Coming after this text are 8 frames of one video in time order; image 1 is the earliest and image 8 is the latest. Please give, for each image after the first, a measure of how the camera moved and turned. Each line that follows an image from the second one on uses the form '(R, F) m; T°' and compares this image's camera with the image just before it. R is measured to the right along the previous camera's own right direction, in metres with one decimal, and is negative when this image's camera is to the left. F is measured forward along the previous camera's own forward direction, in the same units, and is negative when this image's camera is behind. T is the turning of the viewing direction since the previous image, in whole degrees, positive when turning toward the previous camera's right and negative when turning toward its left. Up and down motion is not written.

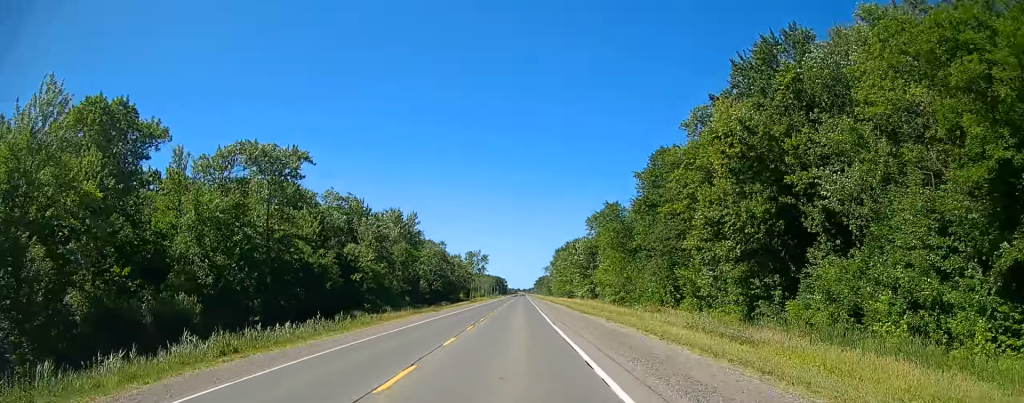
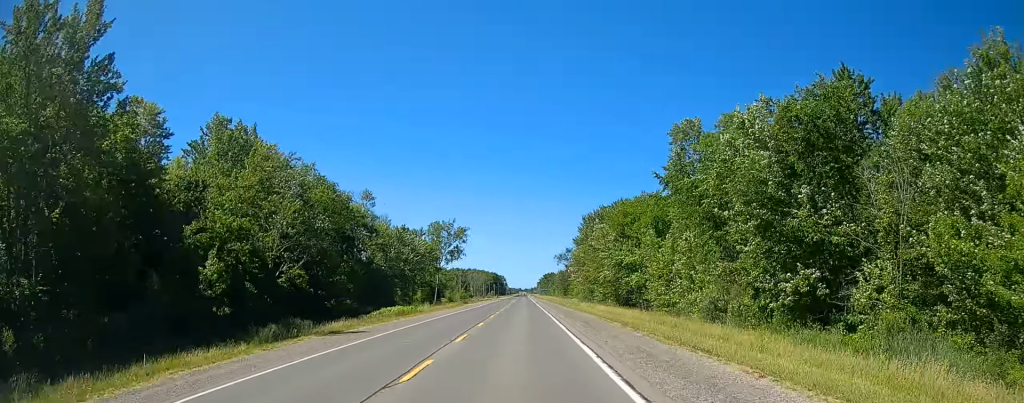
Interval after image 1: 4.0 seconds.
(0.0, +97.8) m; 0°
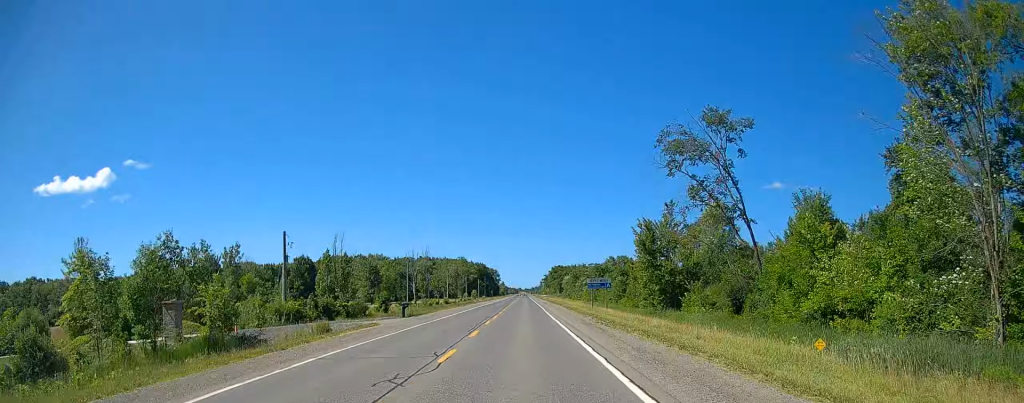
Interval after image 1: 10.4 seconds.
(0.0, +130.7) m; 0°
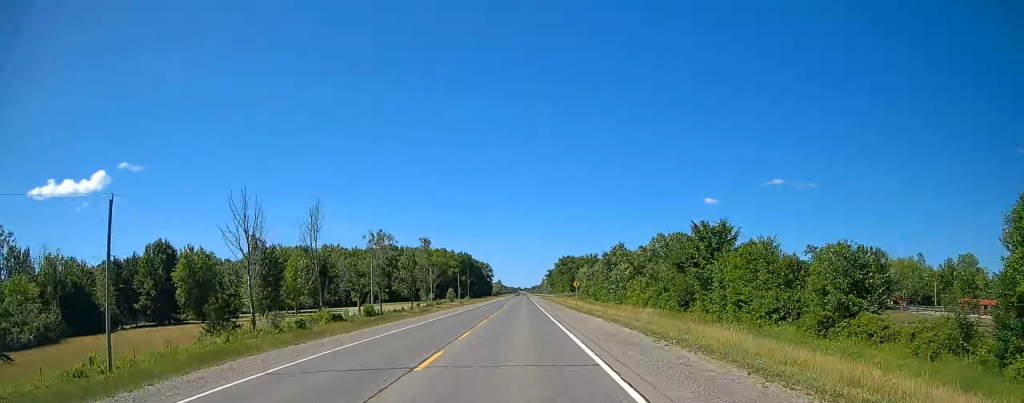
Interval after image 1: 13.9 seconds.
(-0.1, +120.7) m; 0°
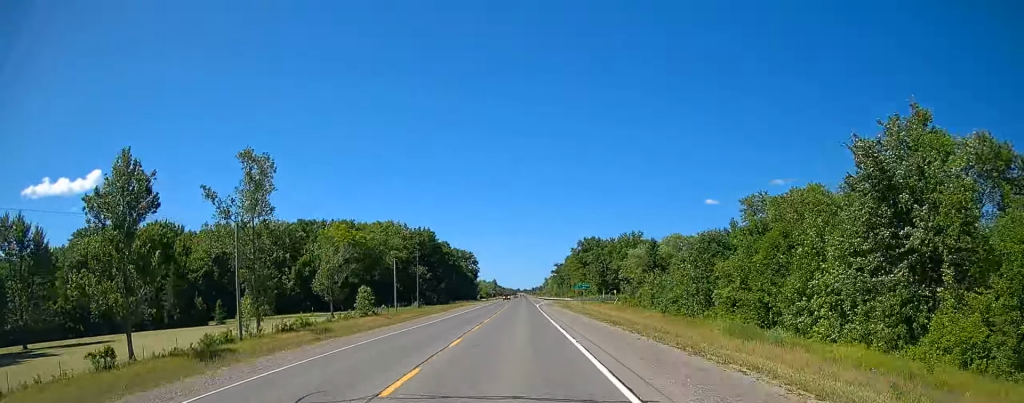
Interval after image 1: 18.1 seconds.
(-0.1, +162.4) m; 0°
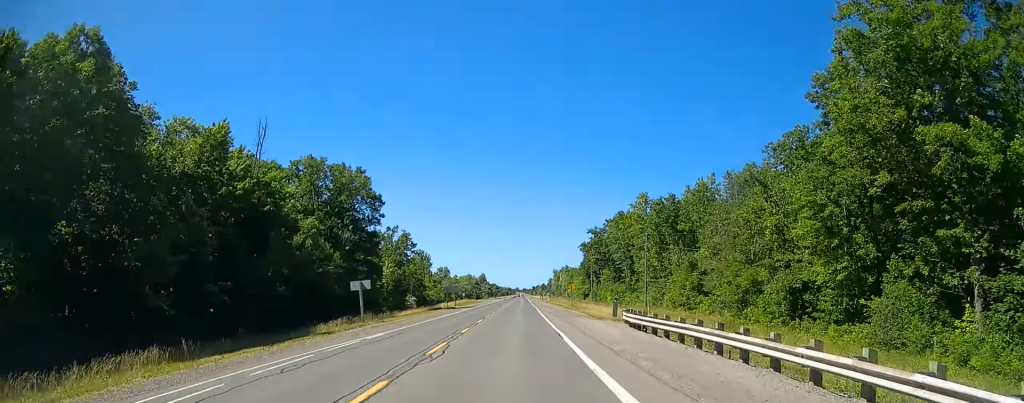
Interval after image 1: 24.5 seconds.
(0.0, +240.1) m; 0°
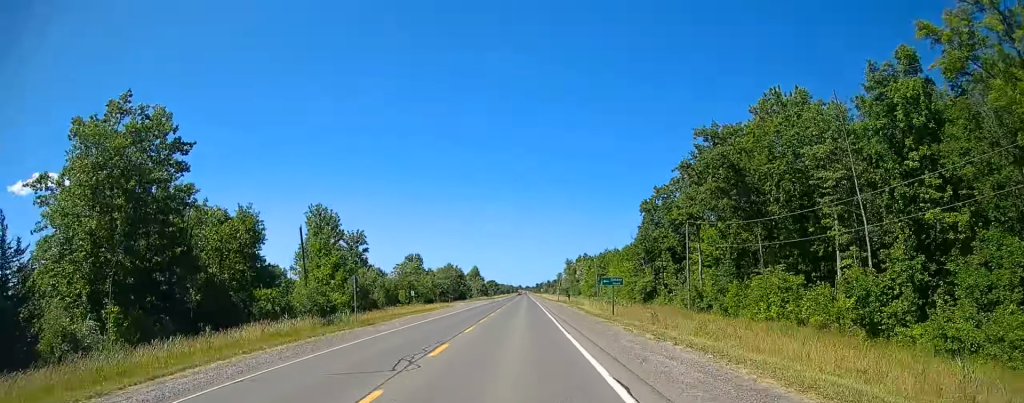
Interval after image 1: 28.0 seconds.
(0.0, +106.5) m; 0°
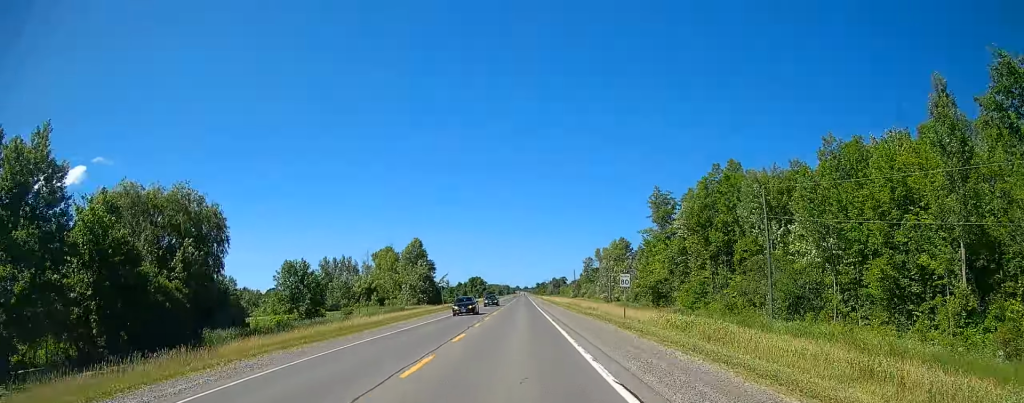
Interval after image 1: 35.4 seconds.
(+0.7, +209.9) m; 0°
